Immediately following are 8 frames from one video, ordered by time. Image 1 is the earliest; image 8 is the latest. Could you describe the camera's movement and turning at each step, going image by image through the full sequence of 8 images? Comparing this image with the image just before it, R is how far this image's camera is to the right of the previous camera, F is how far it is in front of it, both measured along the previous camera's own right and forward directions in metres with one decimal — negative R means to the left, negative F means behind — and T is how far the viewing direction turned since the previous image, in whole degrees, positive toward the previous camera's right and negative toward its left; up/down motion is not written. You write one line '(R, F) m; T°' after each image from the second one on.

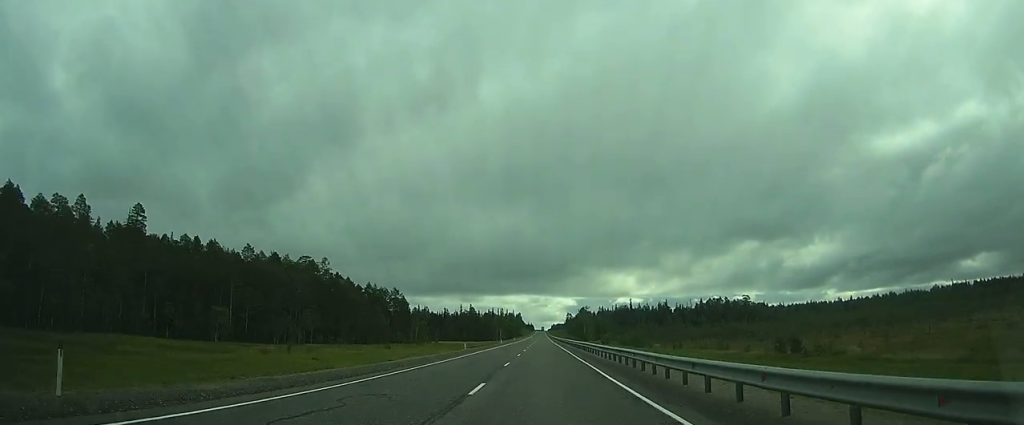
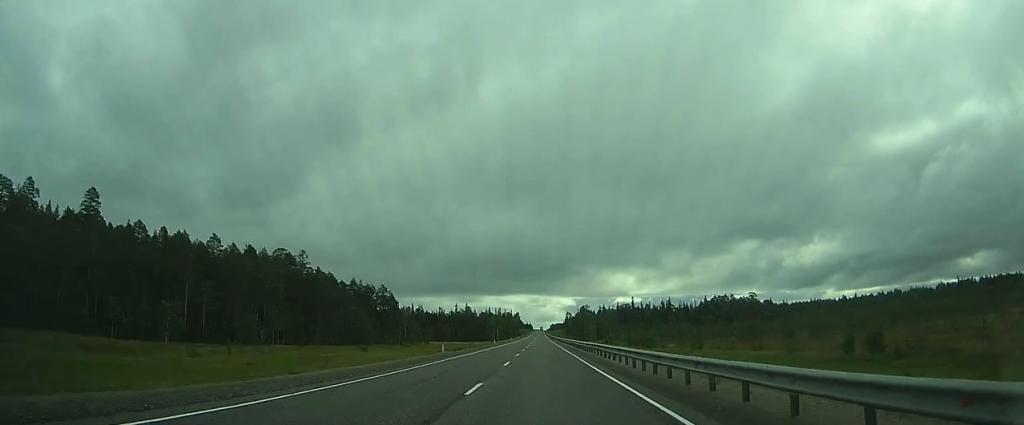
(0.0, +14.8) m; 0°
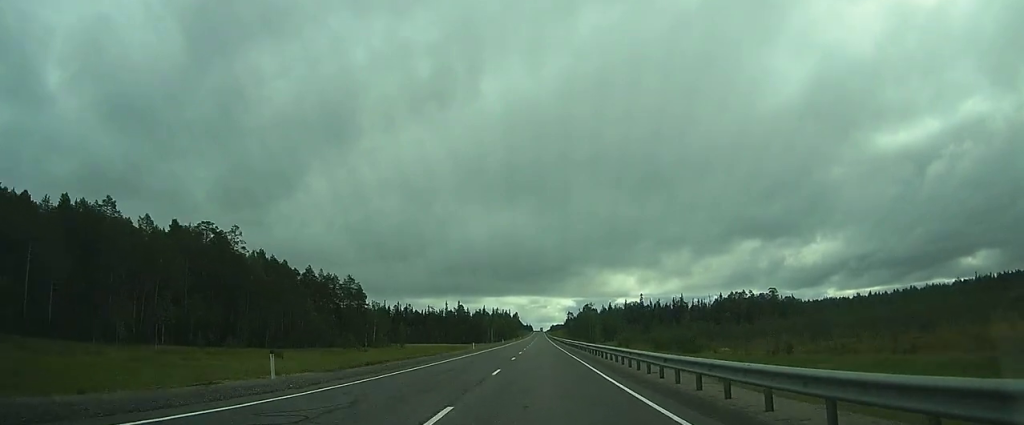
(+0.1, +32.2) m; 0°
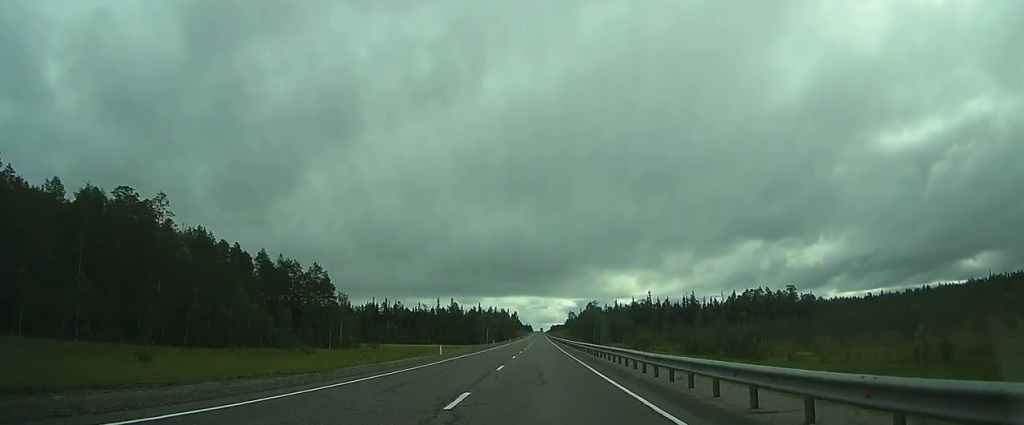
(0.0, +22.2) m; 0°
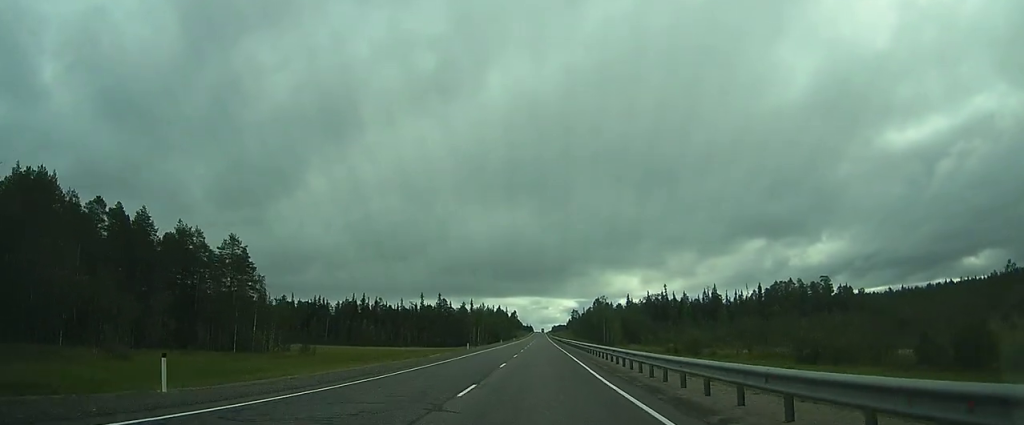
(-0.3, +32.0) m; -1°
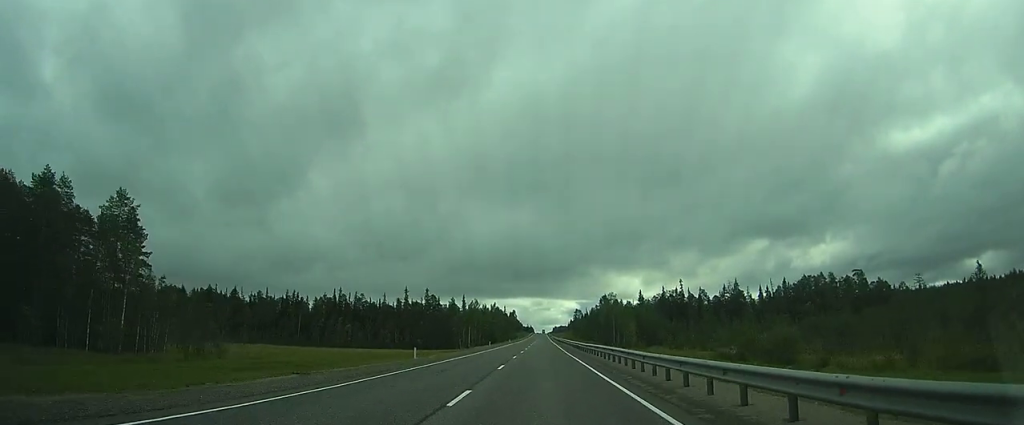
(-0.2, +23.7) m; 0°
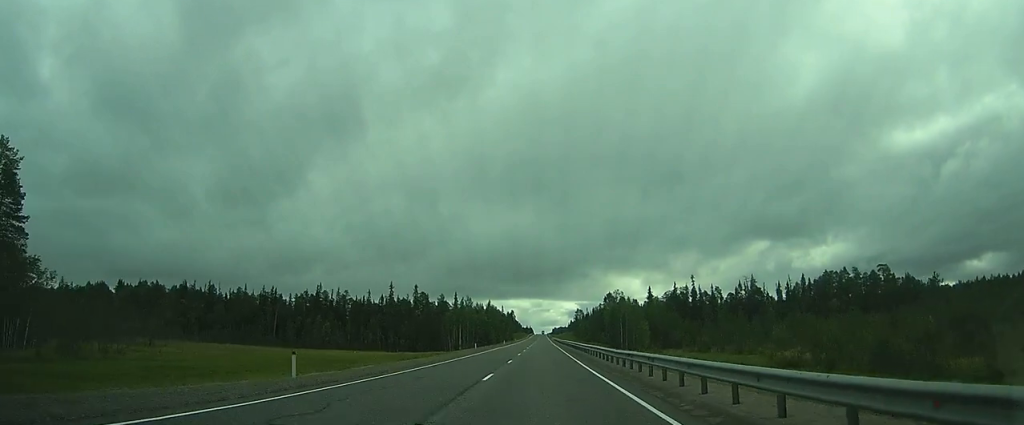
(0.0, +16.7) m; 0°
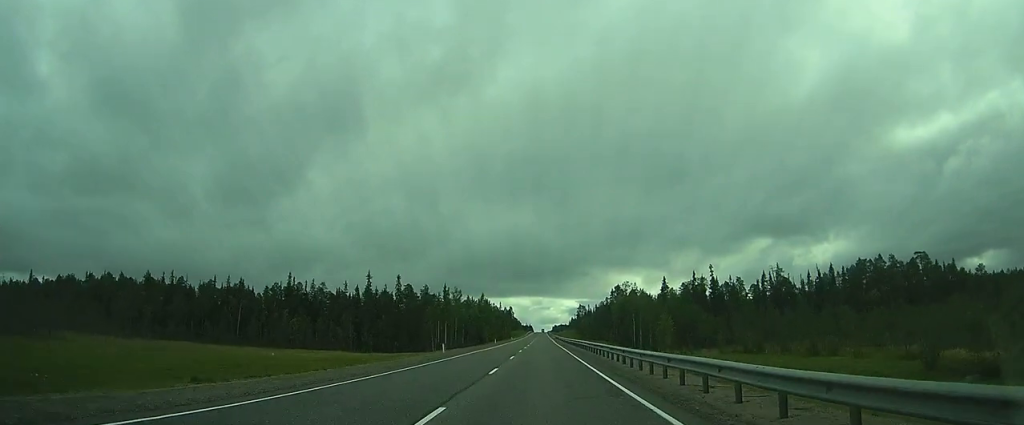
(0.0, +22.9) m; 0°
